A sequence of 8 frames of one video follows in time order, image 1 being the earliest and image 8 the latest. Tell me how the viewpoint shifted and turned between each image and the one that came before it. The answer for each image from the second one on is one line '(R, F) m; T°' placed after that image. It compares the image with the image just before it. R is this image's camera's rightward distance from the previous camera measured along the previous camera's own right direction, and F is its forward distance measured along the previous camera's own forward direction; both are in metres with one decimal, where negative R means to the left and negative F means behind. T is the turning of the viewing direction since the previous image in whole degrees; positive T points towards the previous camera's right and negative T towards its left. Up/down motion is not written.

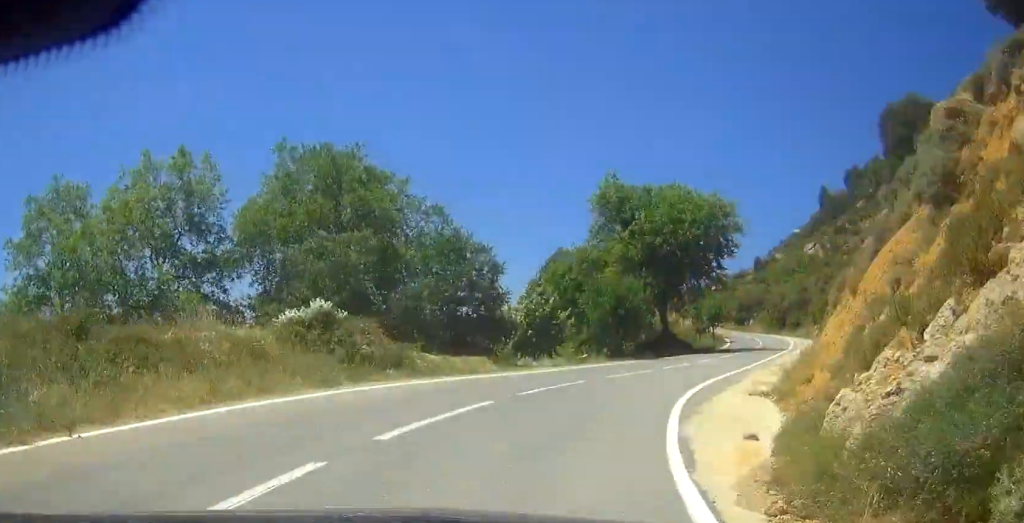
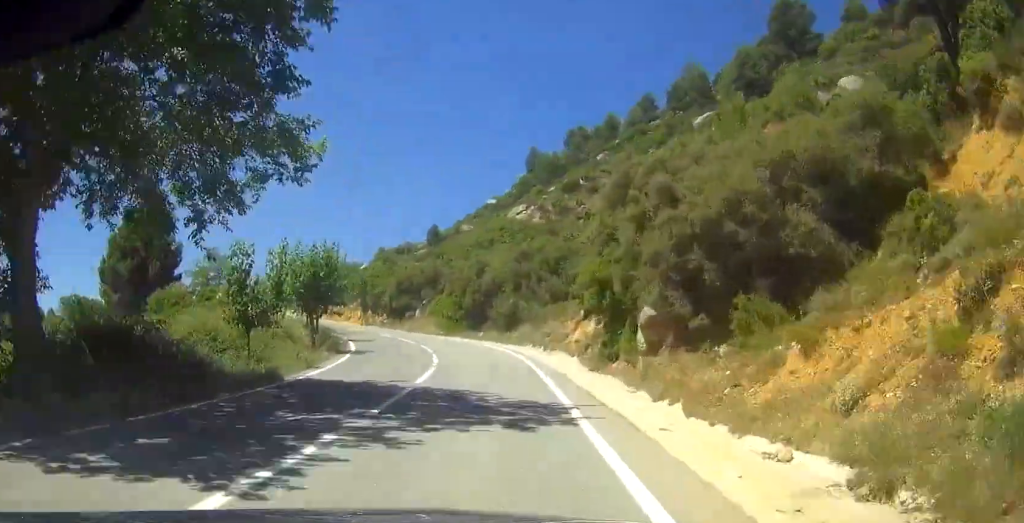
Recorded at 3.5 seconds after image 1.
(+5.2, +46.6) m; +3°
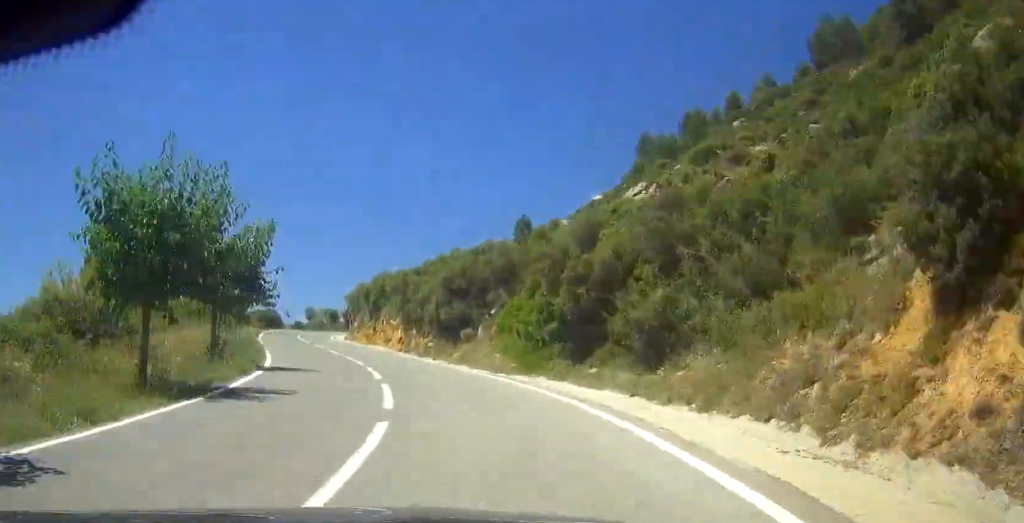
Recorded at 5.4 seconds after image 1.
(-0.9, +25.8) m; -4°
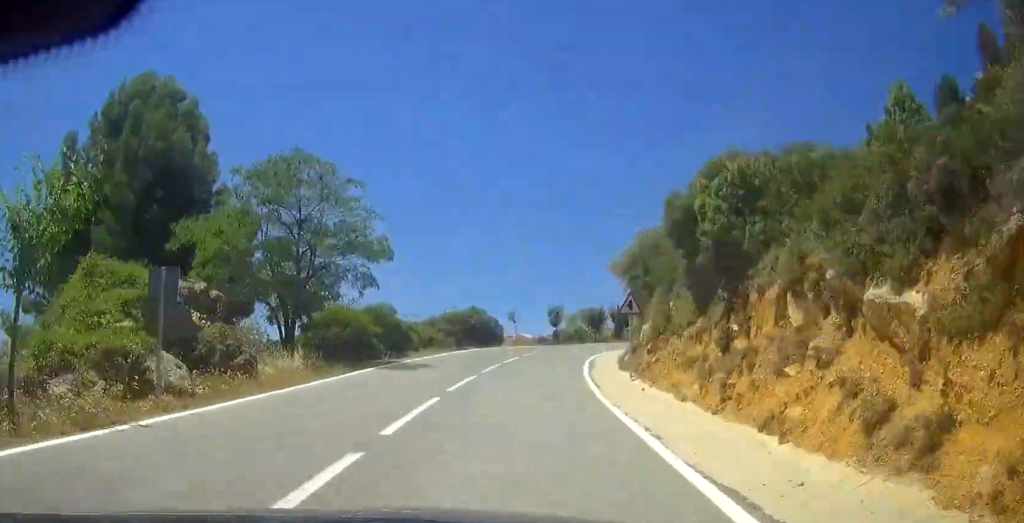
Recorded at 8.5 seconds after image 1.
(-2.1, +41.0) m; -2°
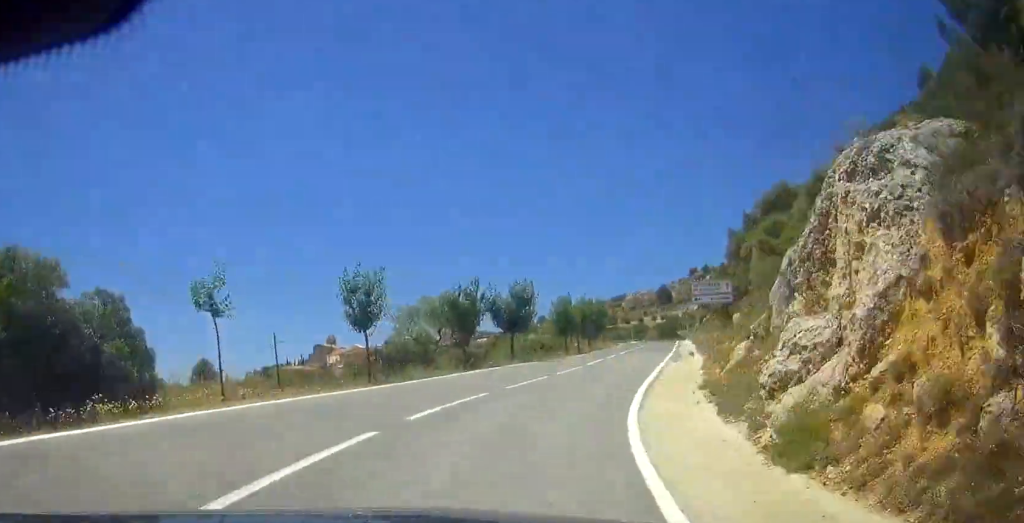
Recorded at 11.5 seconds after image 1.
(-2.8, +41.2) m; +4°
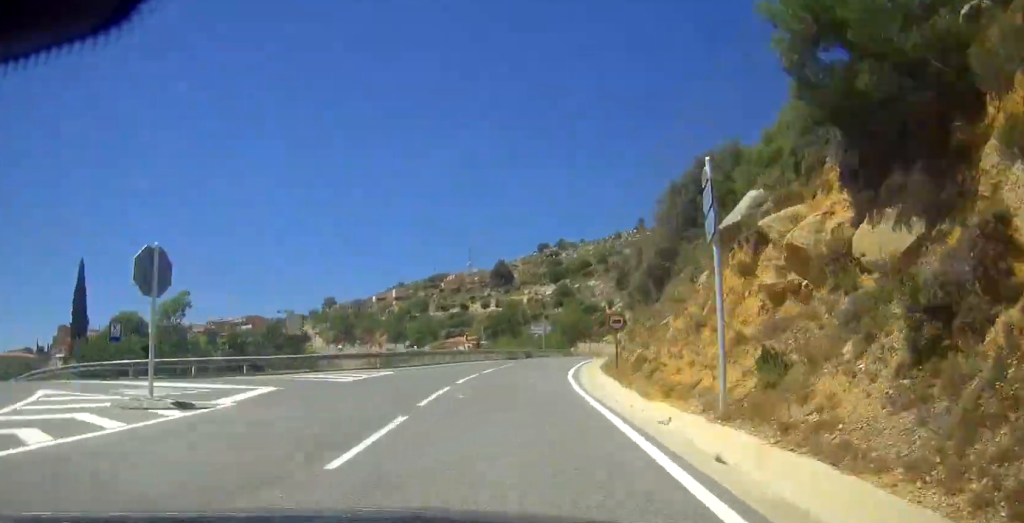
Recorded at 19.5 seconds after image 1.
(+16.9, +110.5) m; +12°
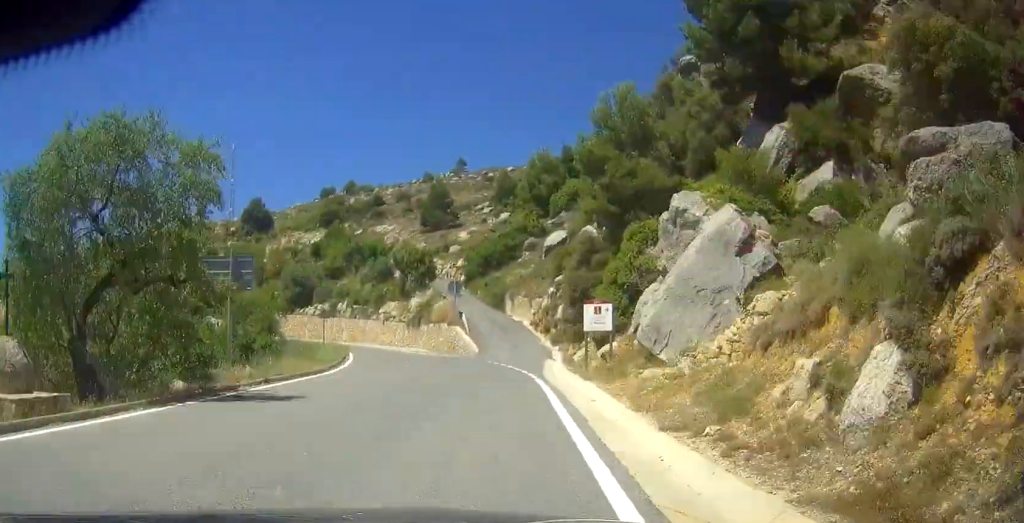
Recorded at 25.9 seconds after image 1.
(+7.9, +82.6) m; +3°
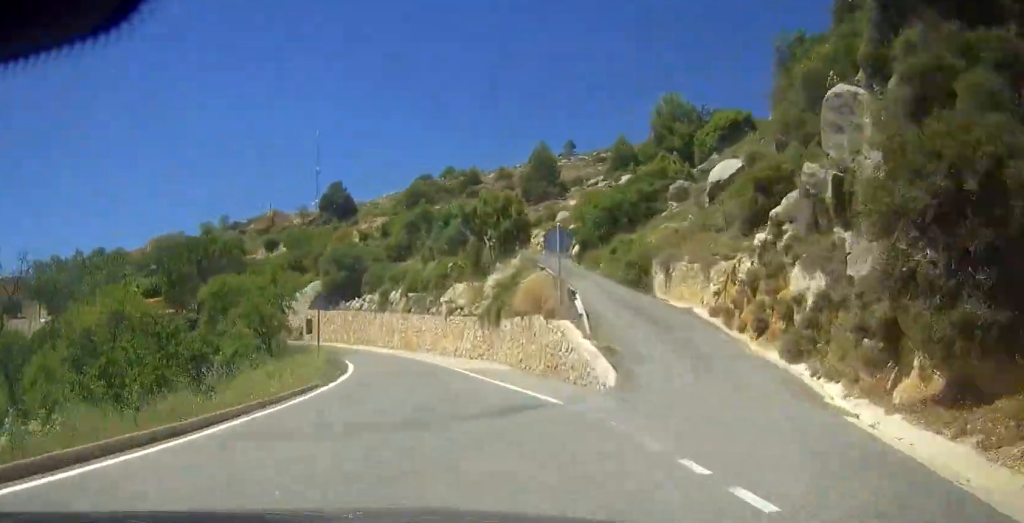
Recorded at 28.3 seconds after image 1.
(-0.8, +28.1) m; -8°
